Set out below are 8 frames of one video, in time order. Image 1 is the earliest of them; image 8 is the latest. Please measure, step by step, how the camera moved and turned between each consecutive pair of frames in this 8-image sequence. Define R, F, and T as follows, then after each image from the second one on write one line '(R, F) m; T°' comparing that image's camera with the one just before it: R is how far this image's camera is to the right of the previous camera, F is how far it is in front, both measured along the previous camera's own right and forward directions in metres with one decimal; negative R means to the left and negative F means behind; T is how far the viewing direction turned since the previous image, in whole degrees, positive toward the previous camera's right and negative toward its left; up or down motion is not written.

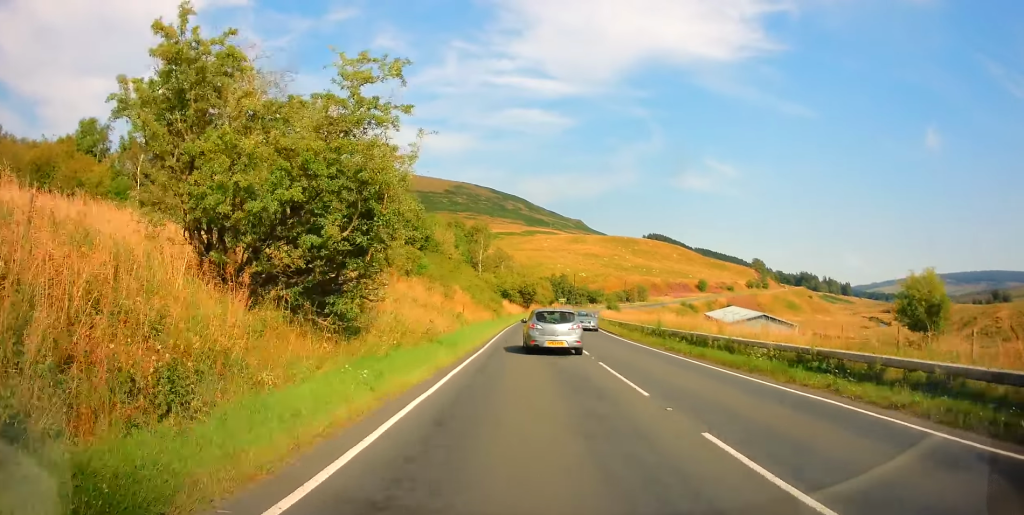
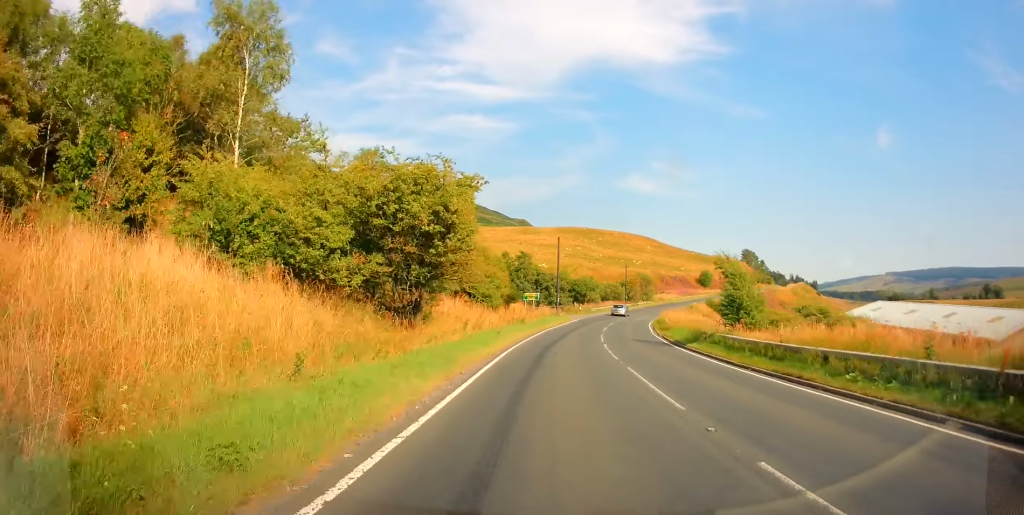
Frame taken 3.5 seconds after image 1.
(+2.3, +64.0) m; +5°
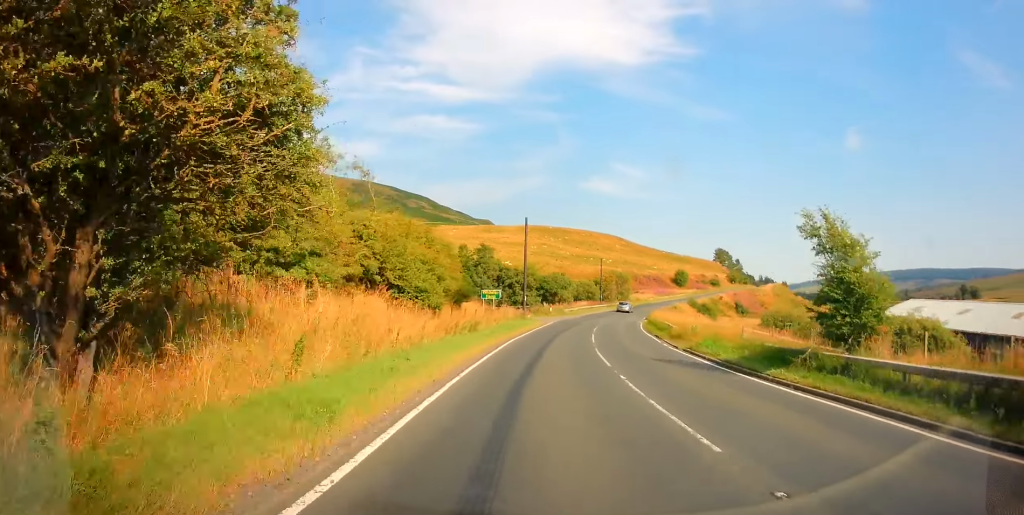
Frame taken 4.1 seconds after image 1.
(+0.1, +11.2) m; +2°
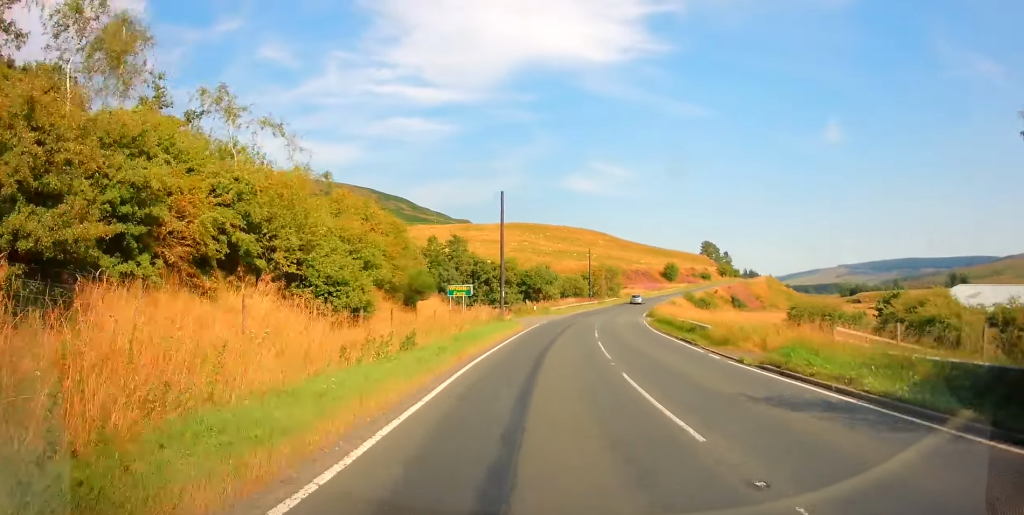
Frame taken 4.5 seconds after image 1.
(+0.2, +8.9) m; +2°
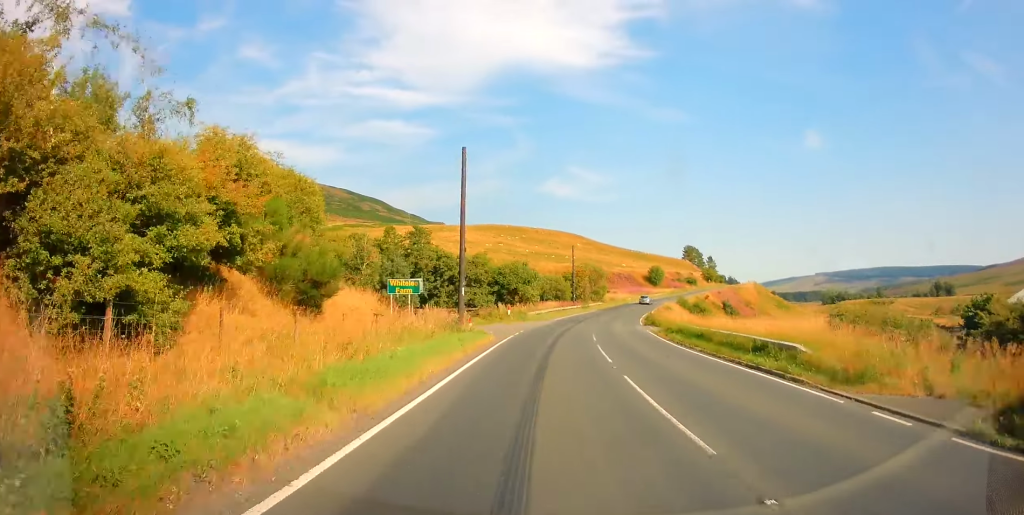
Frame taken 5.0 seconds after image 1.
(-0.1, +9.5) m; +2°
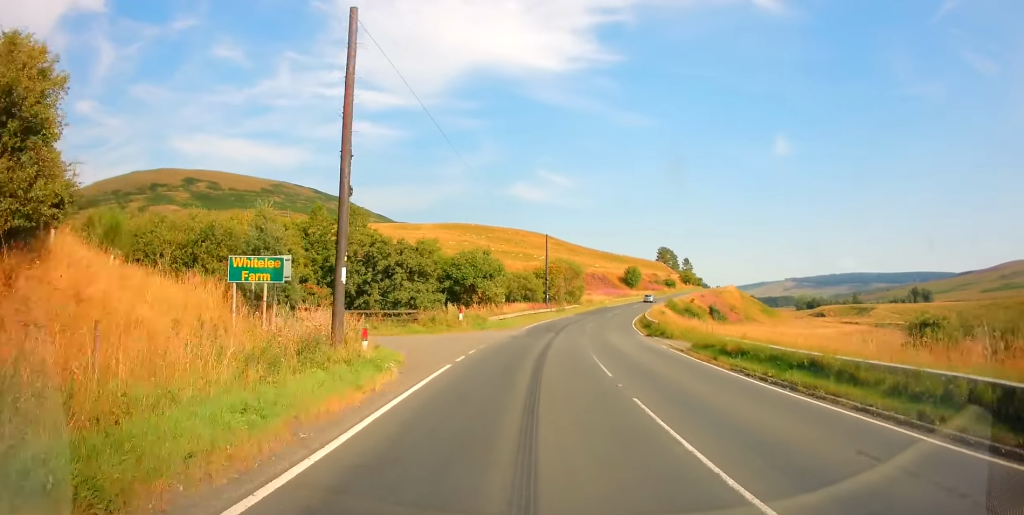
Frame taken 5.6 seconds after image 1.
(+0.6, +11.4) m; +3°
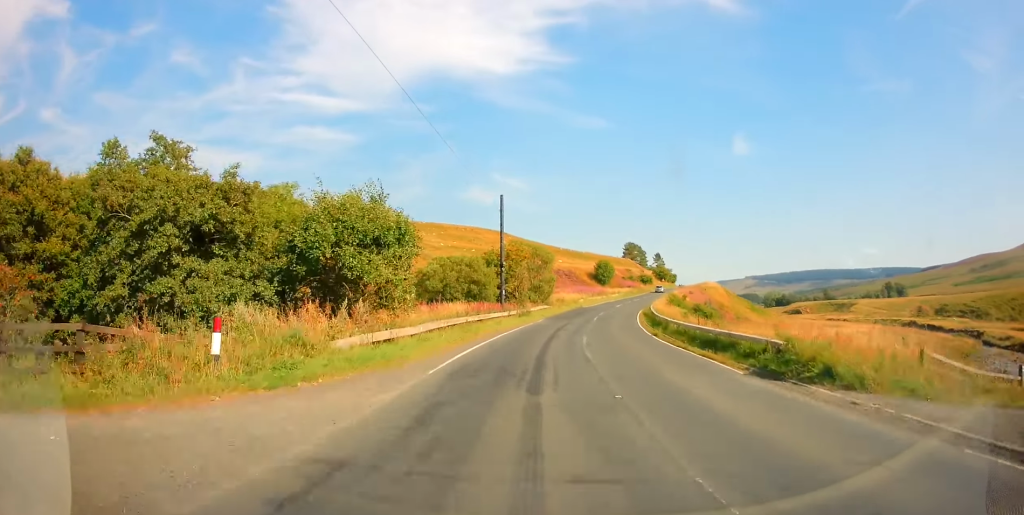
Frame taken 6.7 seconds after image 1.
(+0.9, +19.5) m; +4°
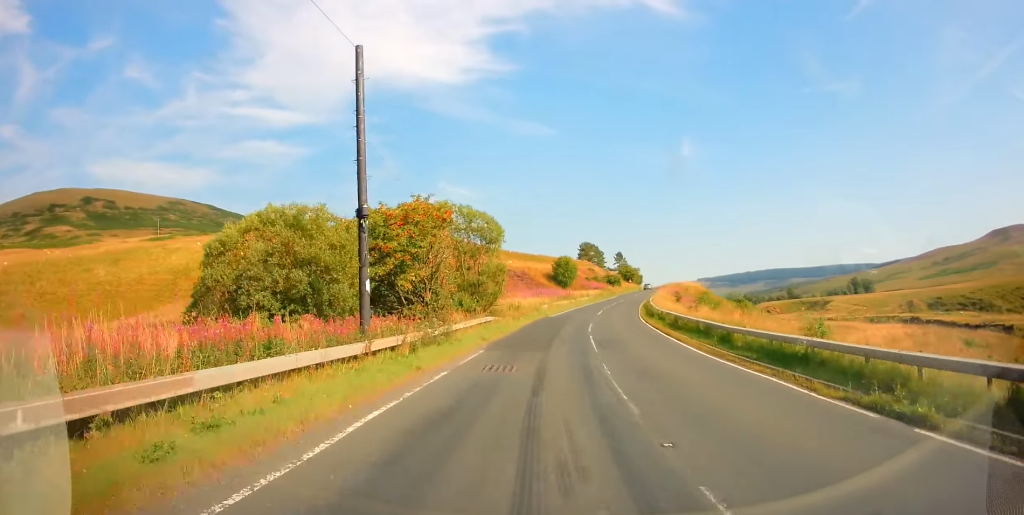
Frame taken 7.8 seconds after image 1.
(+0.7, +21.0) m; +5°
